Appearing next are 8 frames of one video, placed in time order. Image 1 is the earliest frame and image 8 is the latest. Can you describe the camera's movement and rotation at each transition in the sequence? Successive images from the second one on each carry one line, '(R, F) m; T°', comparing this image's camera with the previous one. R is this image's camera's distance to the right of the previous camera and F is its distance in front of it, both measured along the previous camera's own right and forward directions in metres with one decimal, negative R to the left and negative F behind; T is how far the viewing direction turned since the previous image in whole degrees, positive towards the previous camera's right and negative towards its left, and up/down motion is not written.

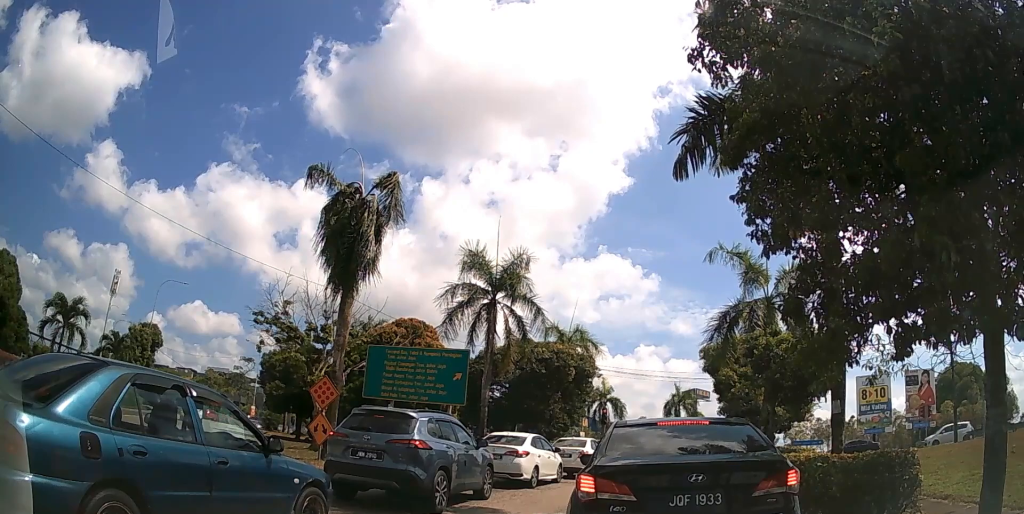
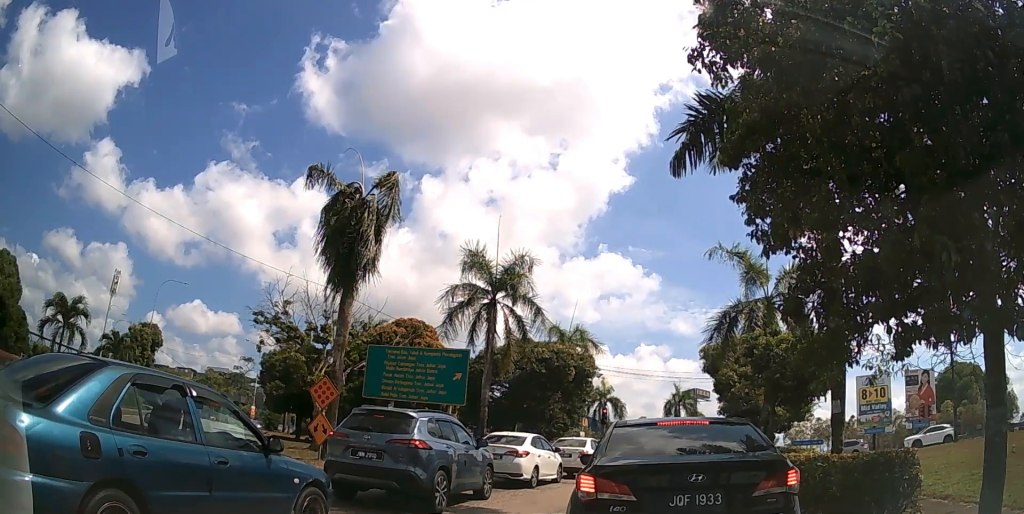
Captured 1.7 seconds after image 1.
(0.0, 0.0) m; 0°
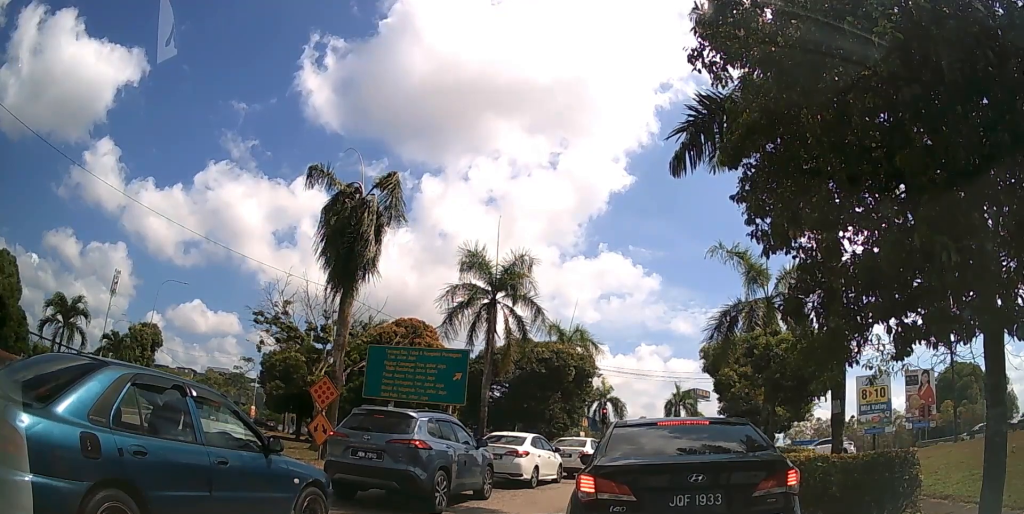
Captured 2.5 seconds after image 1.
(0.0, 0.0) m; 0°
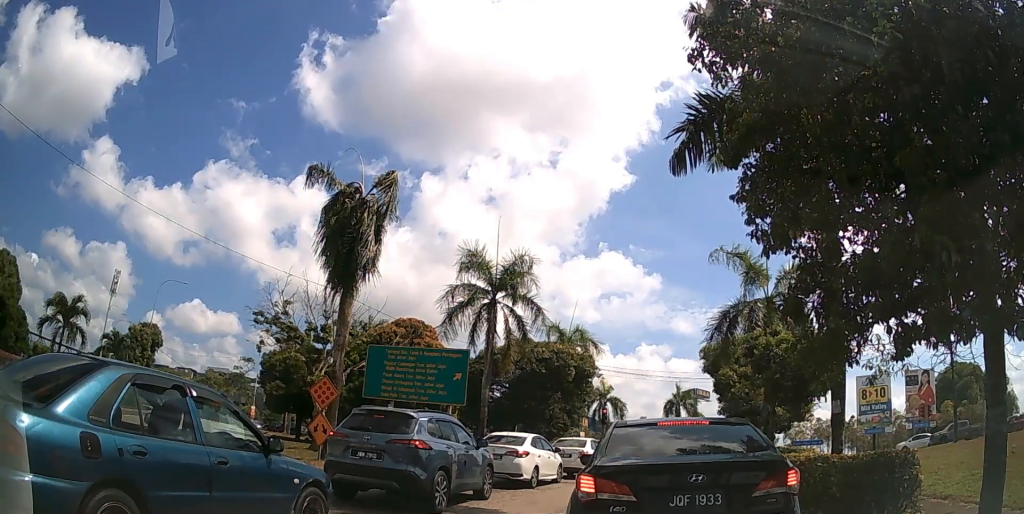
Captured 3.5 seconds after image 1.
(0.0, 0.0) m; 0°
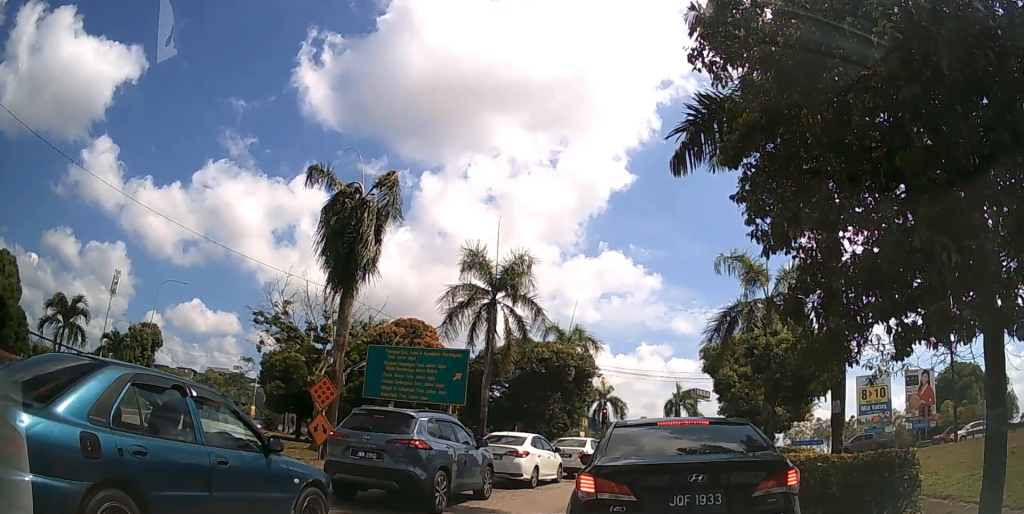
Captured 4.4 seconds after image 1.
(0.0, 0.0) m; 0°
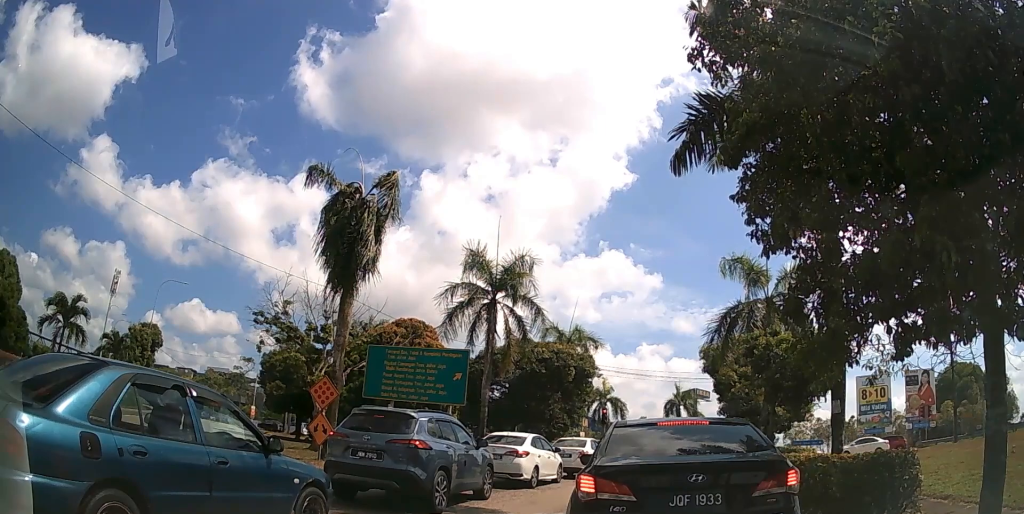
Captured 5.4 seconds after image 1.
(0.0, 0.0) m; 0°
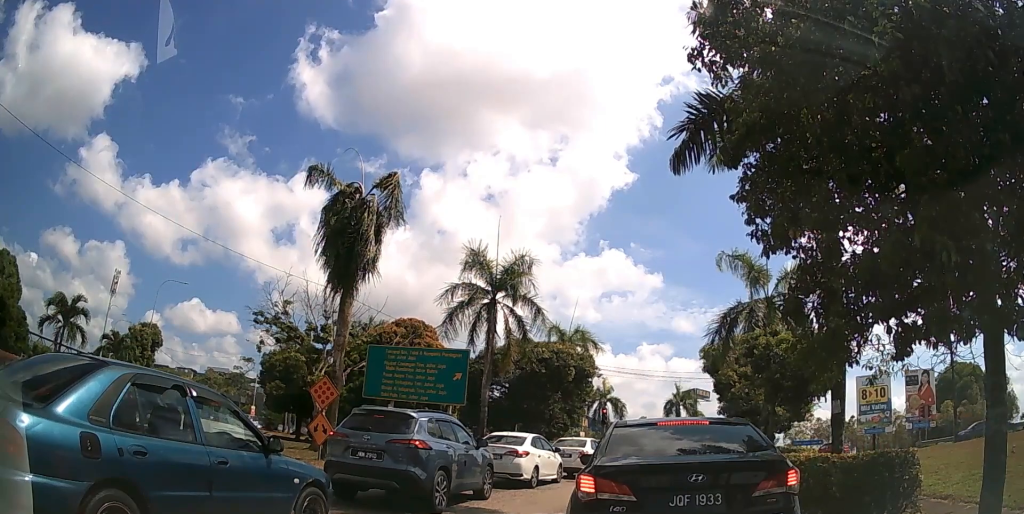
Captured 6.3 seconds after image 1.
(0.0, 0.0) m; 0°
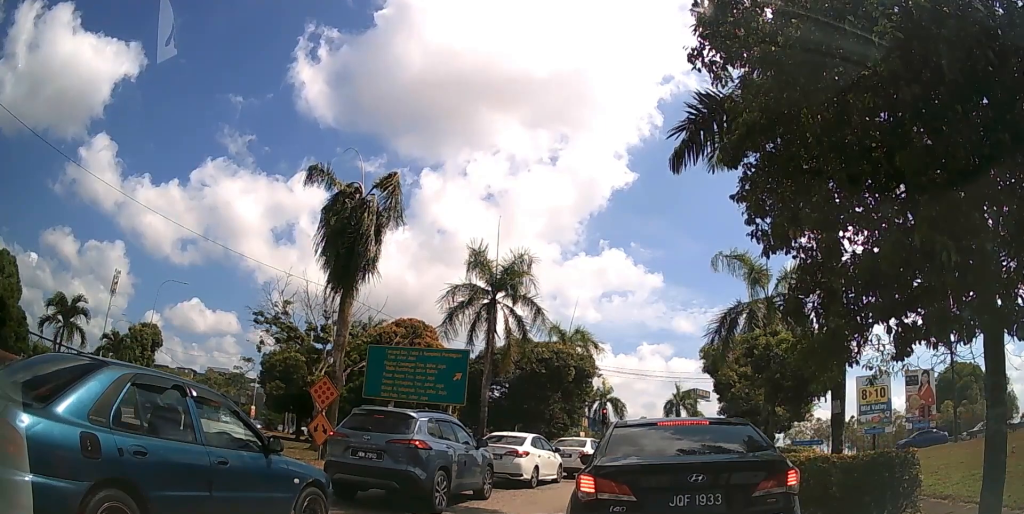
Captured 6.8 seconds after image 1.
(0.0, 0.0) m; 0°
